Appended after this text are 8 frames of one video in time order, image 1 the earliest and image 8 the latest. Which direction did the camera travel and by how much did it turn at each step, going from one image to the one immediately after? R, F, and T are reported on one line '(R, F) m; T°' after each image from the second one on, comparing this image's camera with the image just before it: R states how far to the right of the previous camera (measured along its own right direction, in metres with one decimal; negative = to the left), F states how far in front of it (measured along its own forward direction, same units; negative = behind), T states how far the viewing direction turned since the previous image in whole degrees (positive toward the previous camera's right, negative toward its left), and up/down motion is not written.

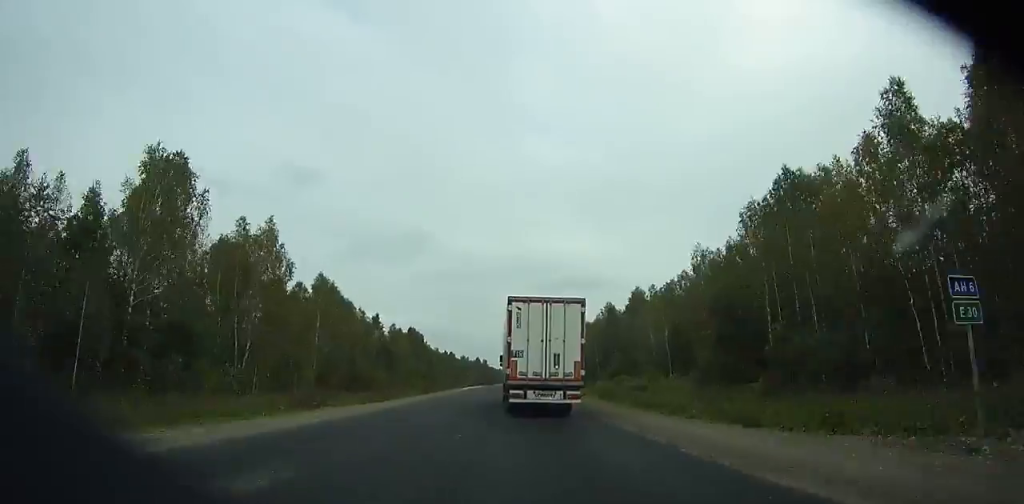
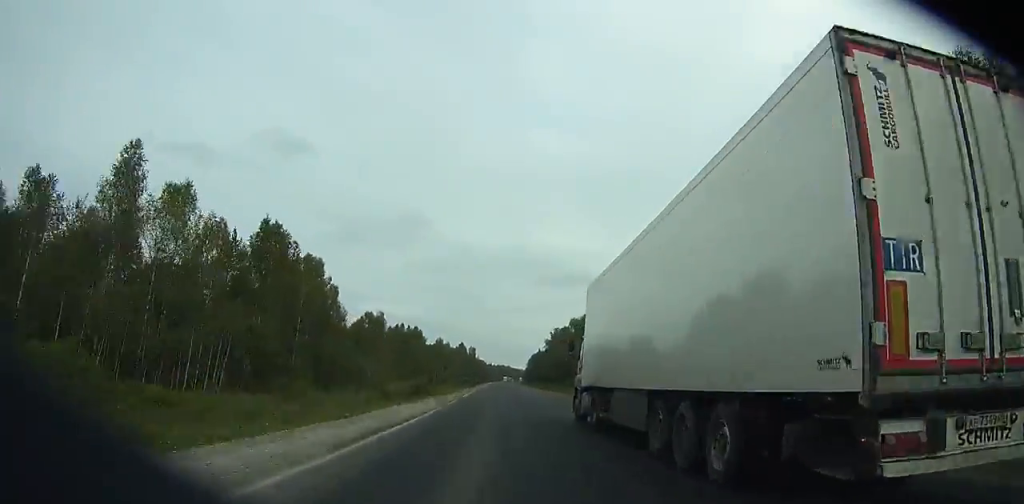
(-0.5, +125.0) m; 0°
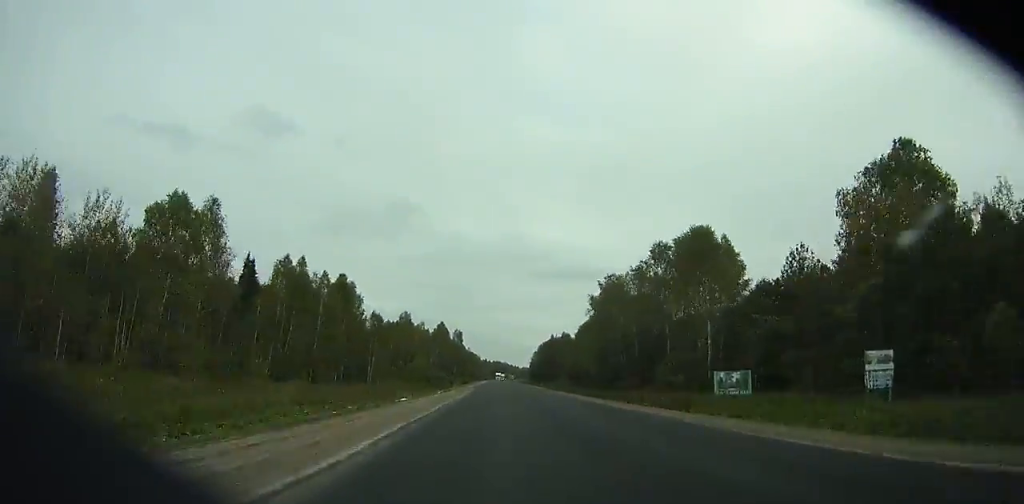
(+0.6, +89.3) m; +1°
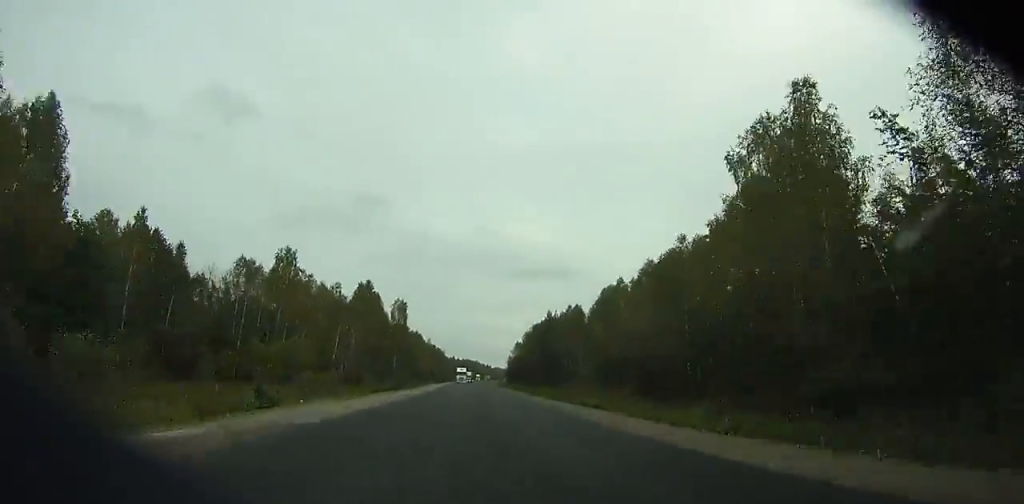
(+0.5, +78.6) m; +1°
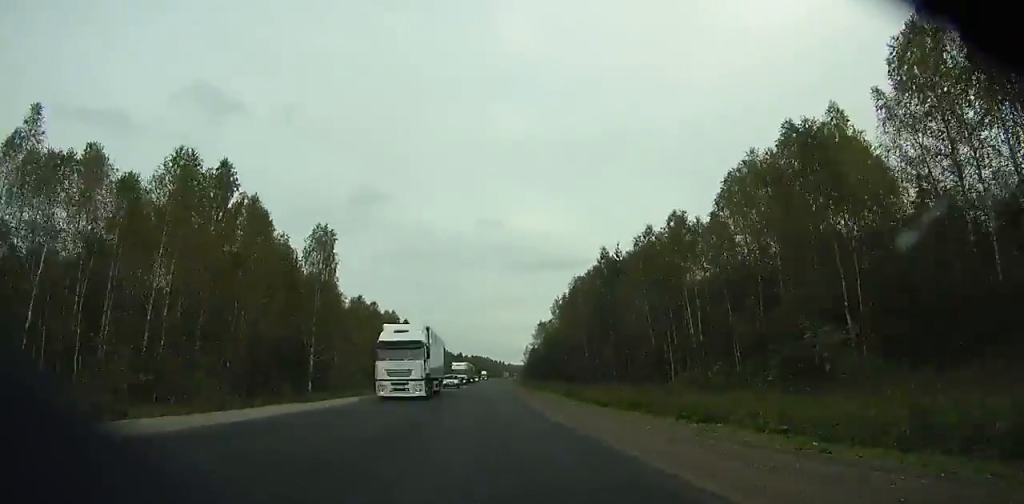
(+0.9, +64.4) m; 0°
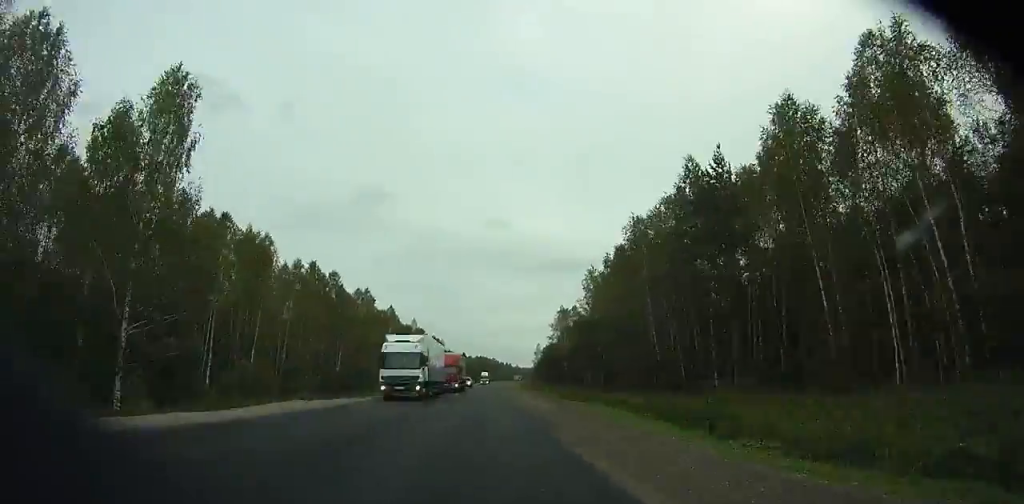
(-0.2, +36.2) m; 0°
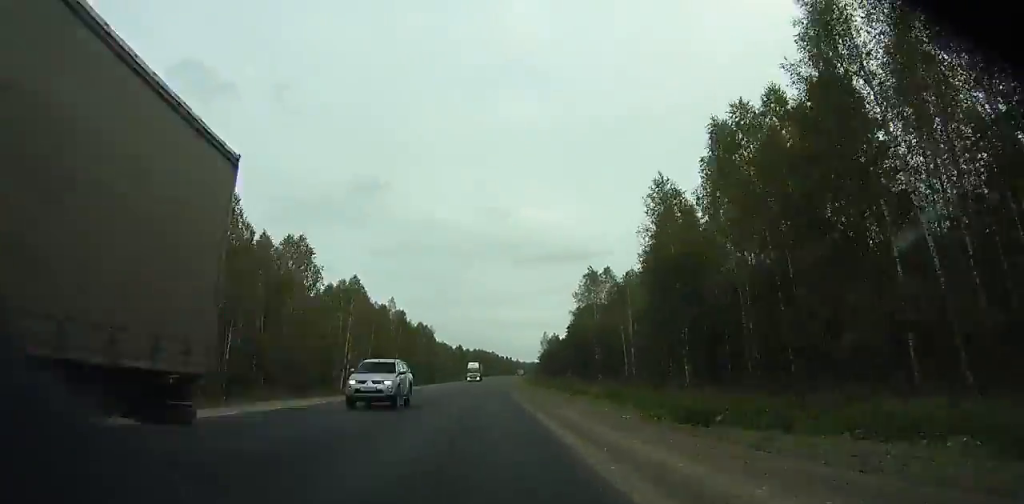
(-0.1, +36.2) m; 0°
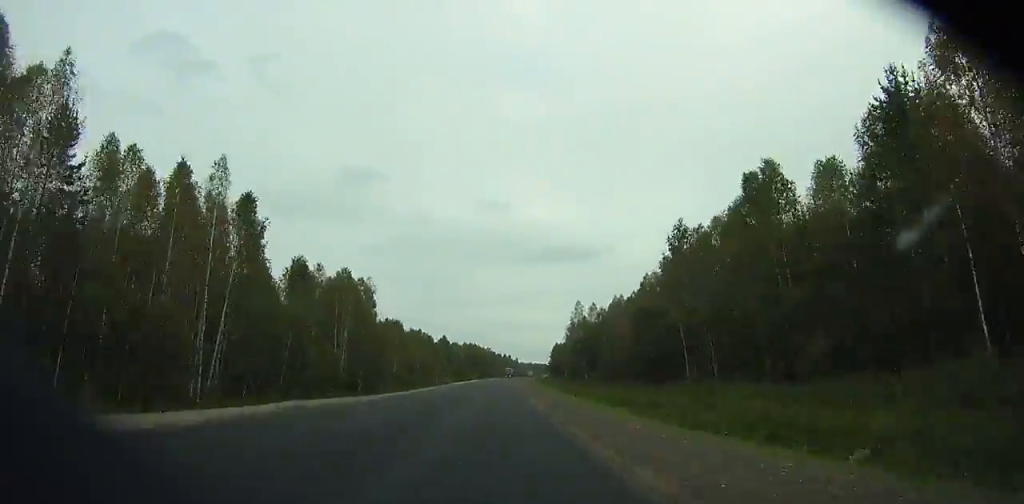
(0.0, +91.0) m; 0°
